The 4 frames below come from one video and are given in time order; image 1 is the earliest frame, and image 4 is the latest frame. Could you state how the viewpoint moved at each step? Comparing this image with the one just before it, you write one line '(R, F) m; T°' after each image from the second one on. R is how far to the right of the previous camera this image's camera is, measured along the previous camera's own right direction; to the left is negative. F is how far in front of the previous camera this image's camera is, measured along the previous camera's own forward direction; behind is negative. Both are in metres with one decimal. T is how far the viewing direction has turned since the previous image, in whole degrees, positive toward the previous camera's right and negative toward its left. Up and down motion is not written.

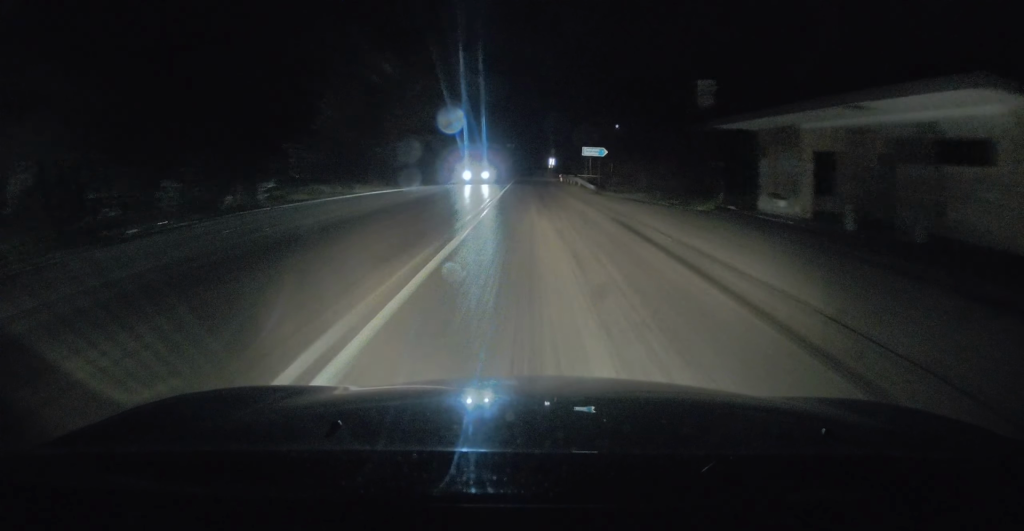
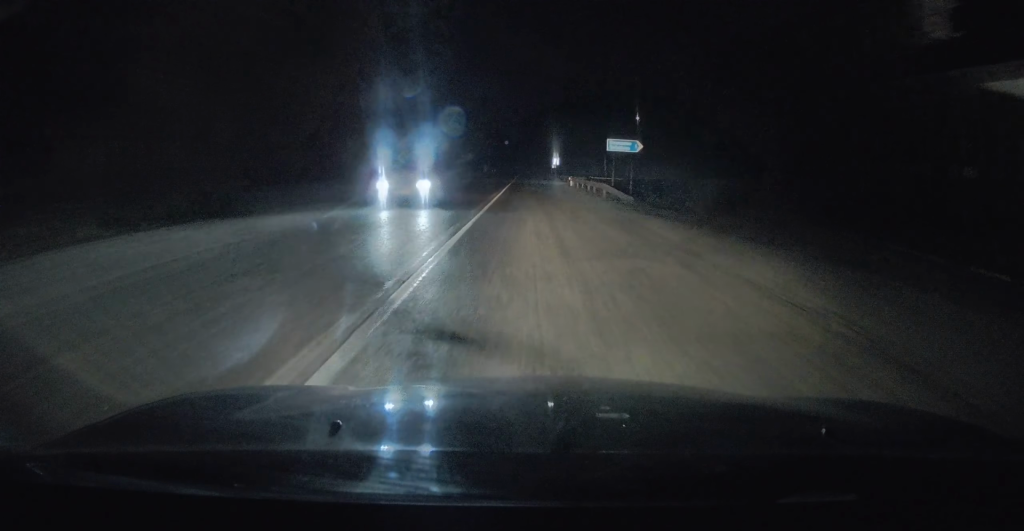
(0.0, +14.0) m; 0°
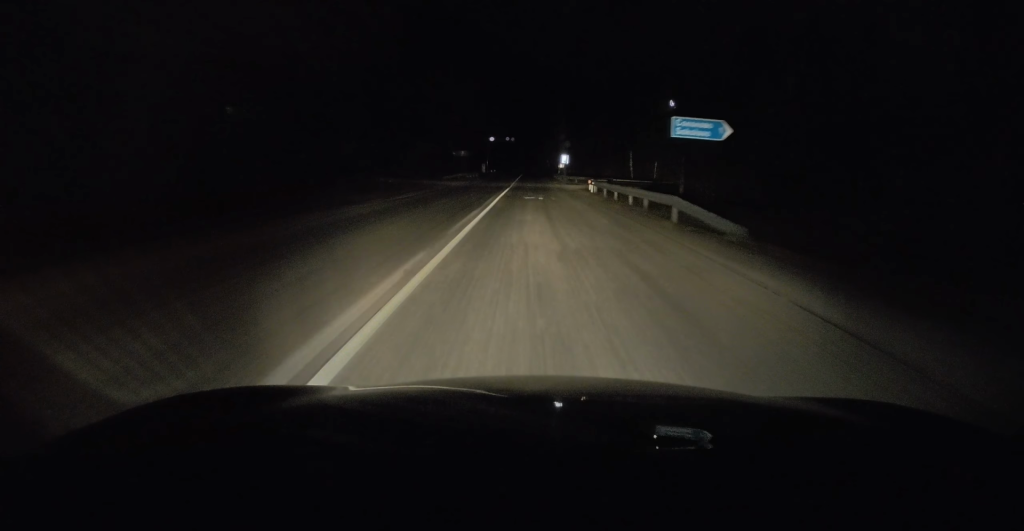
(0.0, +13.8) m; 0°
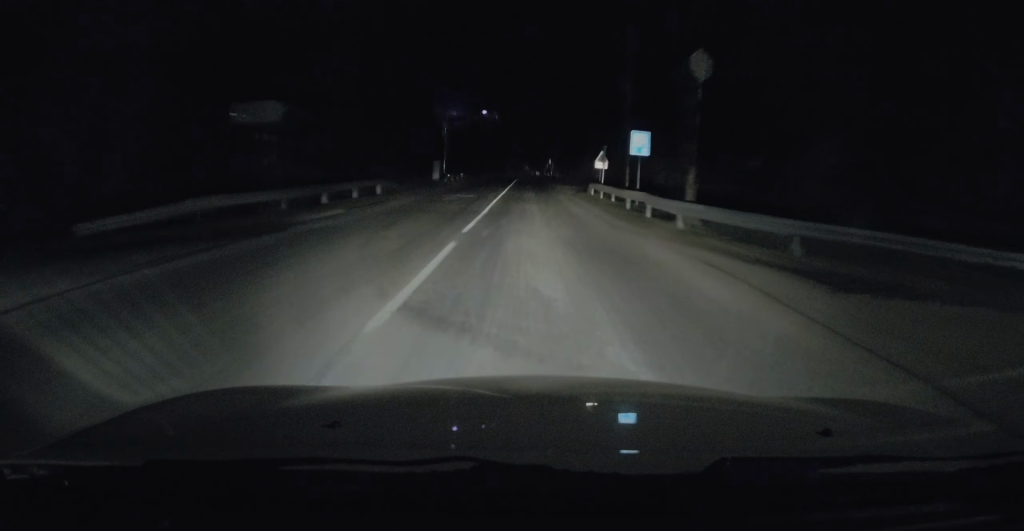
(-0.2, +52.3) m; 0°
